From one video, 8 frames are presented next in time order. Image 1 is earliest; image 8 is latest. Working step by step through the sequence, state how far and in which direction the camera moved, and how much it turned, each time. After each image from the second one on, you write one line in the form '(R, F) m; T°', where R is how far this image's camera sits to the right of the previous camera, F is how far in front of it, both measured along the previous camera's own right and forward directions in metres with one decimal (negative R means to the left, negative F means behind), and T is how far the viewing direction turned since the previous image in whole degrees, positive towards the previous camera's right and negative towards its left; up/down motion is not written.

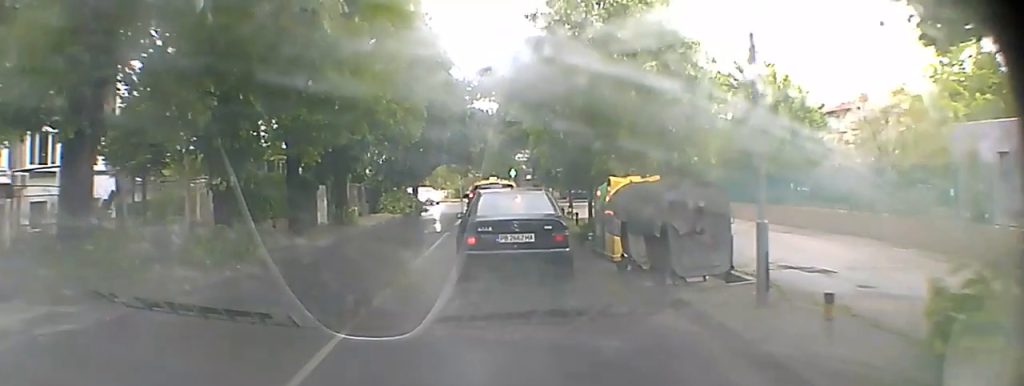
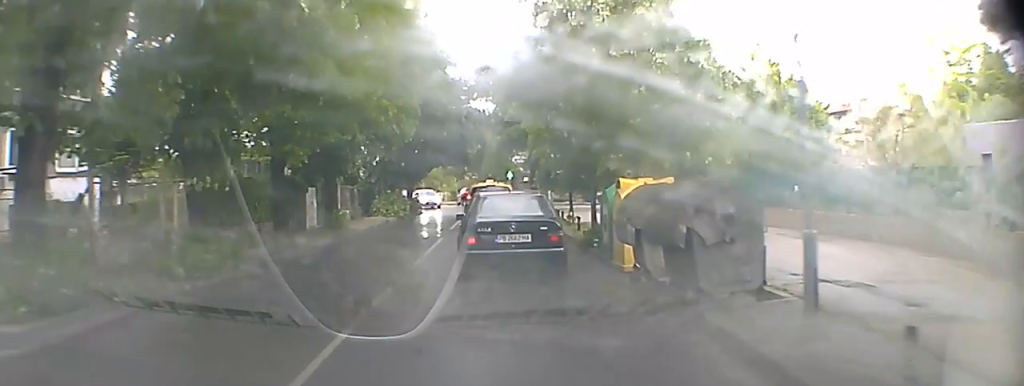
(0.0, +2.0) m; +1°
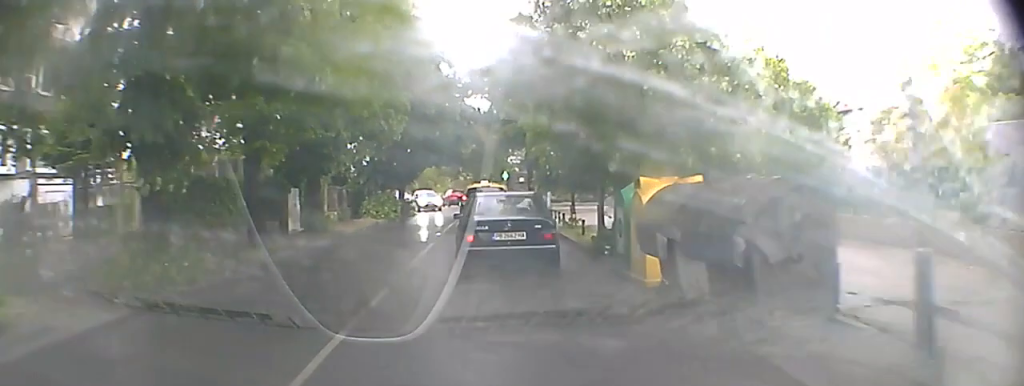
(0.0, +2.6) m; 0°
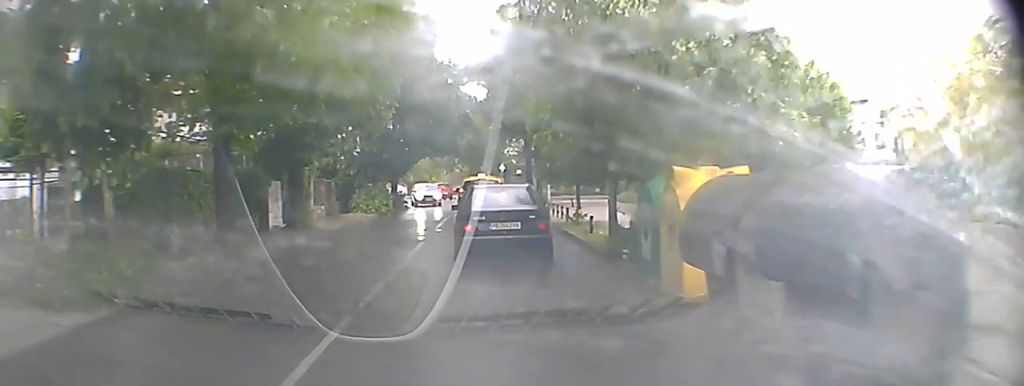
(0.0, +2.7) m; 0°
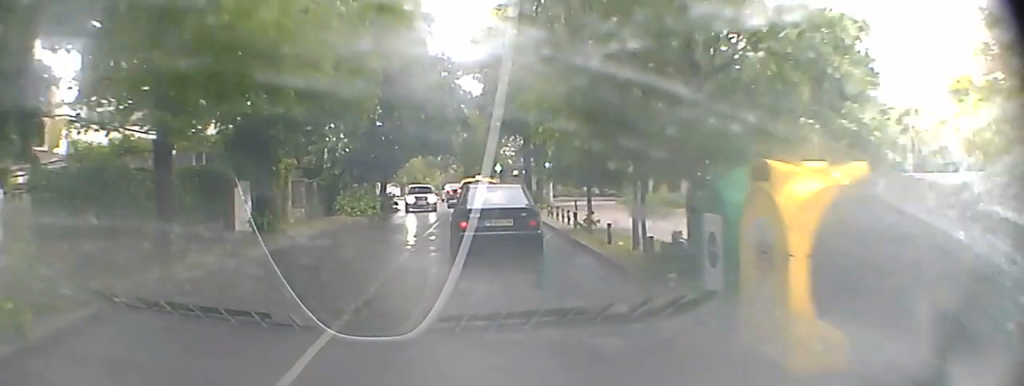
(0.0, +3.9) m; 0°
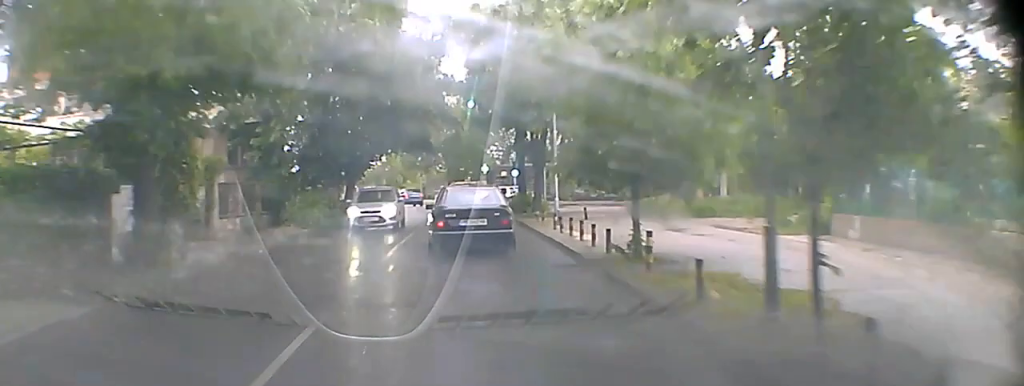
(0.0, +8.0) m; 0°
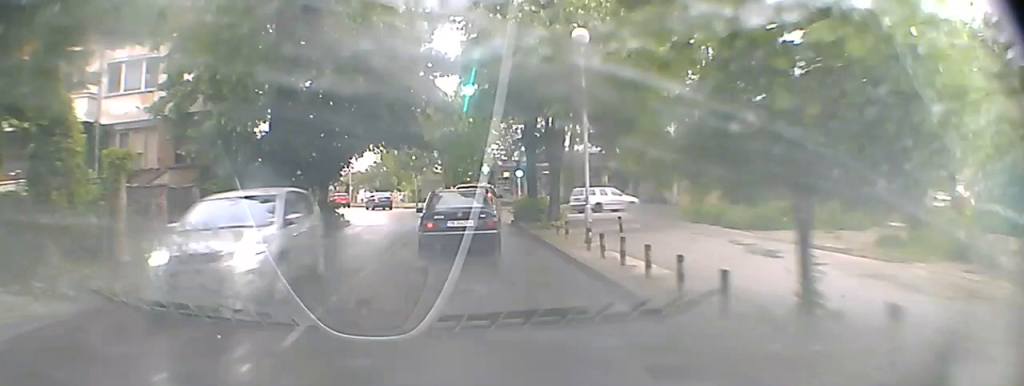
(0.0, +6.3) m; +1°
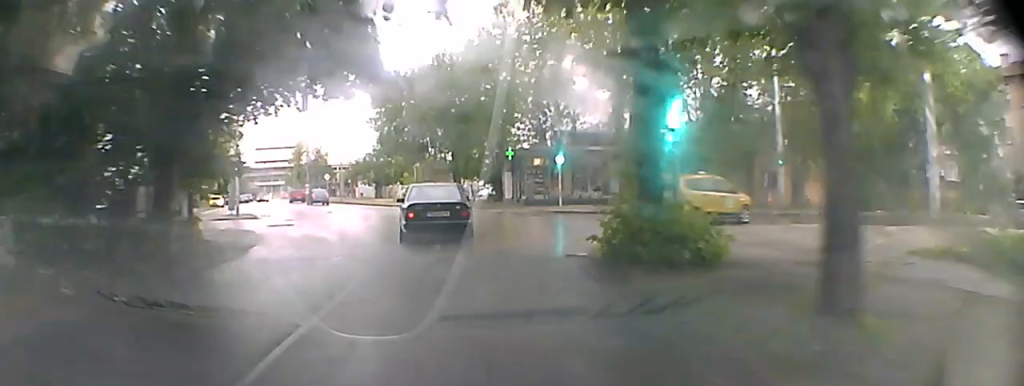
(-1.0, +16.0) m; -10°
